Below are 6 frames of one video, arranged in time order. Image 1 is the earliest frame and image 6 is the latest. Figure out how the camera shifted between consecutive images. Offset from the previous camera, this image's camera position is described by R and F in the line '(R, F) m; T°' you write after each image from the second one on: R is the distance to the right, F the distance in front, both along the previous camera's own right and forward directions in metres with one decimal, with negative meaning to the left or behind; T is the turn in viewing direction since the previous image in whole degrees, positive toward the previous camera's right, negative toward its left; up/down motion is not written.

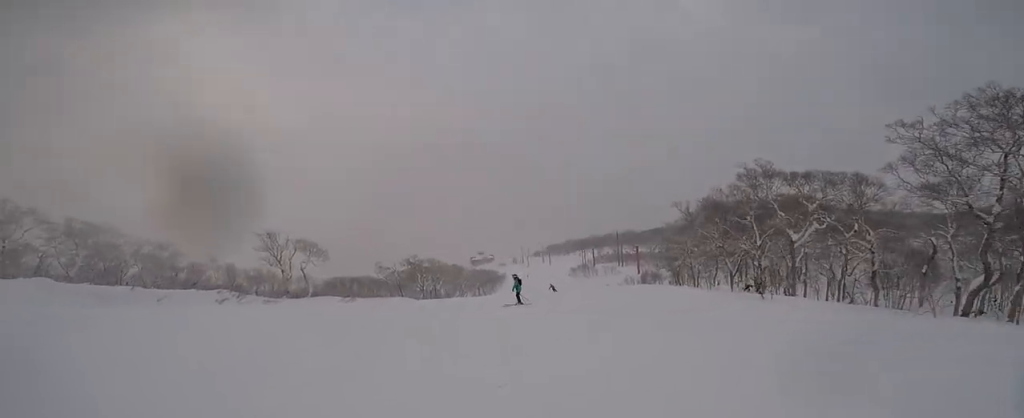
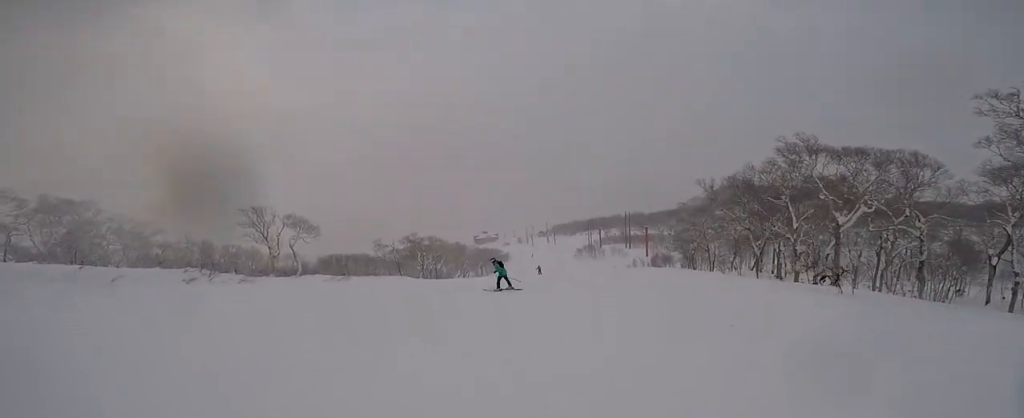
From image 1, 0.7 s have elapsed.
(0.0, +3.5) m; 0°
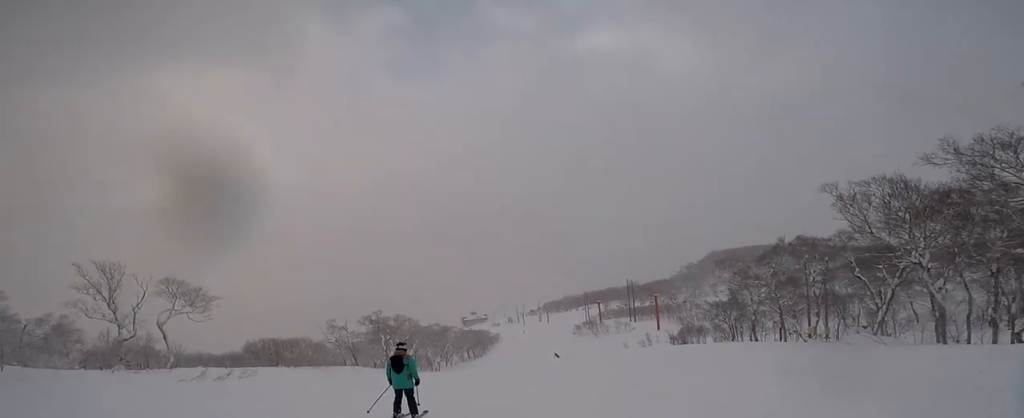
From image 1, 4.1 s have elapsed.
(+2.8, +17.9) m; +12°
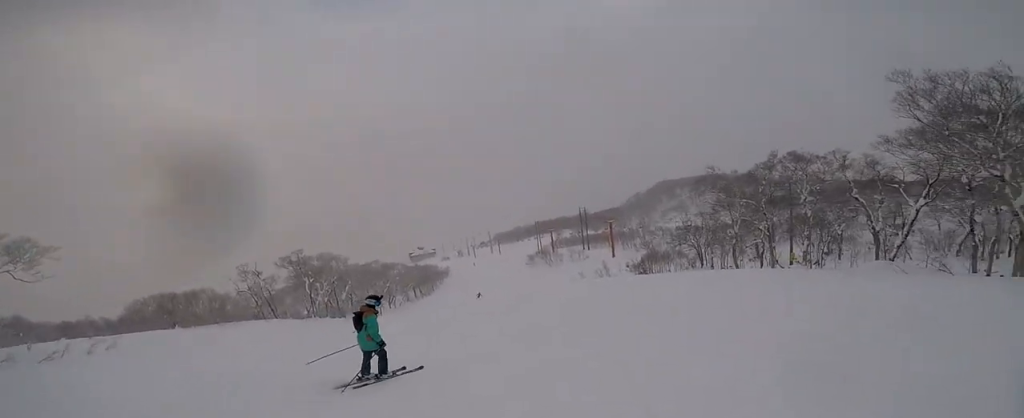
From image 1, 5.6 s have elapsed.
(-1.5, +8.2) m; -3°
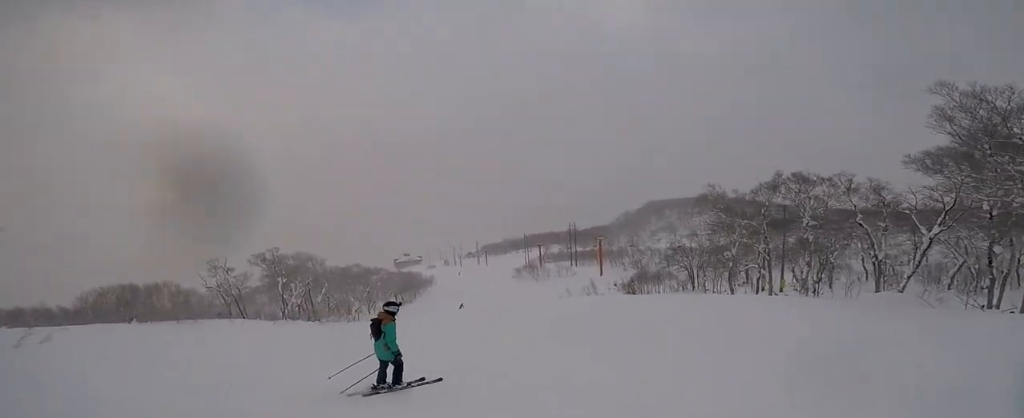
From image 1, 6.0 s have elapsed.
(-0.4, +2.5) m; +6°
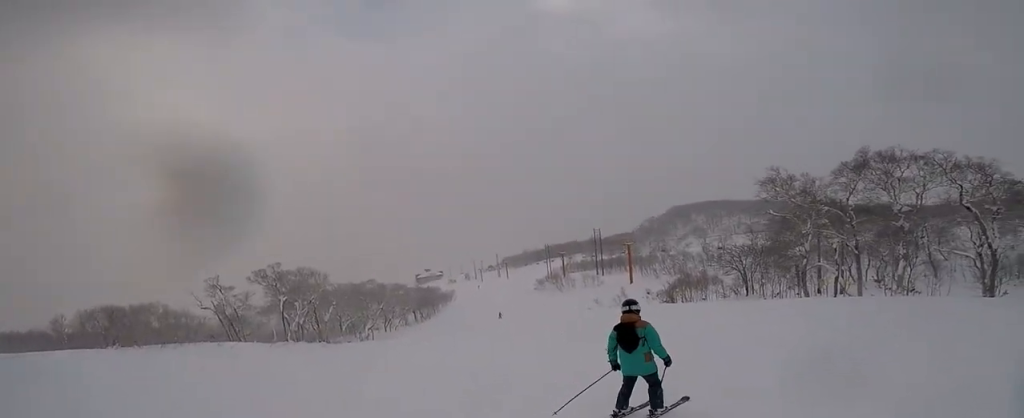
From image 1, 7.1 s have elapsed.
(+1.5, +6.3) m; -1°
